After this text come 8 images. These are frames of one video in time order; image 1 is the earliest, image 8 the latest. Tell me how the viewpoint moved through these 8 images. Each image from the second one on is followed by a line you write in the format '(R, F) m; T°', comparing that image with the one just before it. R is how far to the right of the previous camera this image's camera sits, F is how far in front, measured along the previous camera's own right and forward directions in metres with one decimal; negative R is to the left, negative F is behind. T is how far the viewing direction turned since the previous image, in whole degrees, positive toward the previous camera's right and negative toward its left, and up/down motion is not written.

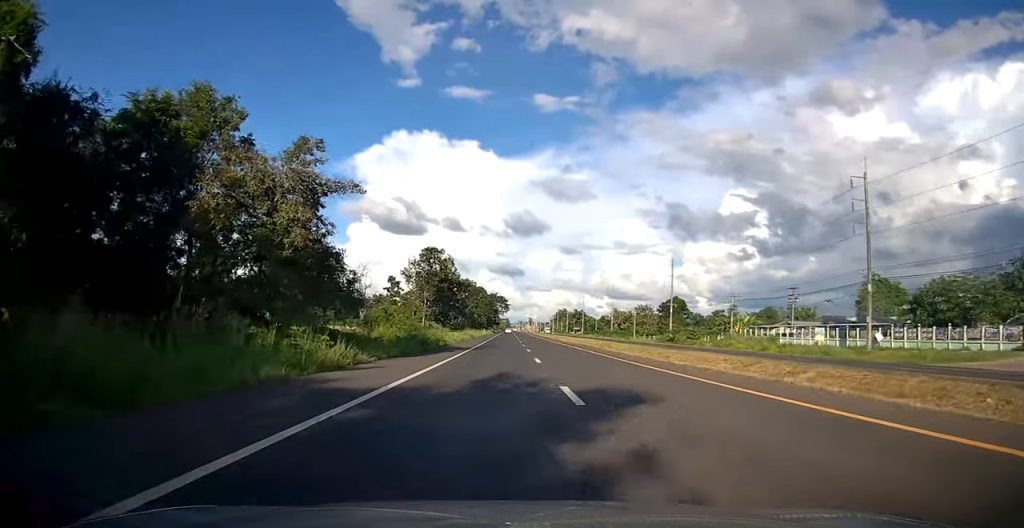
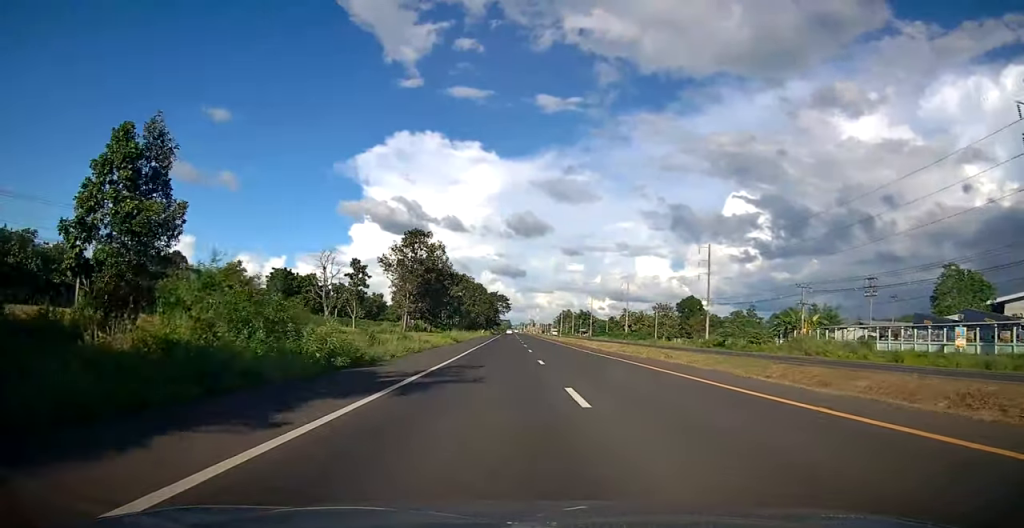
(-0.3, +24.5) m; -1°
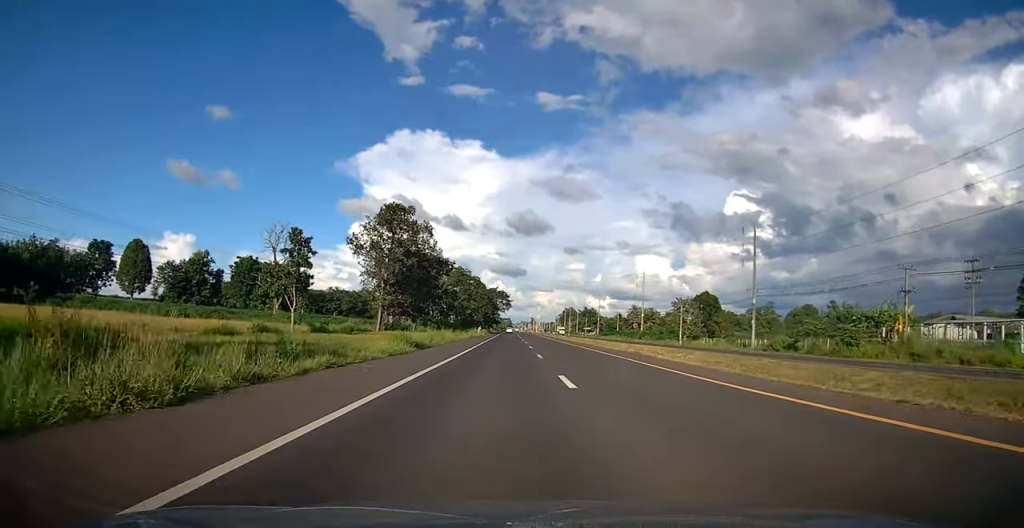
(0.0, +21.6) m; 0°
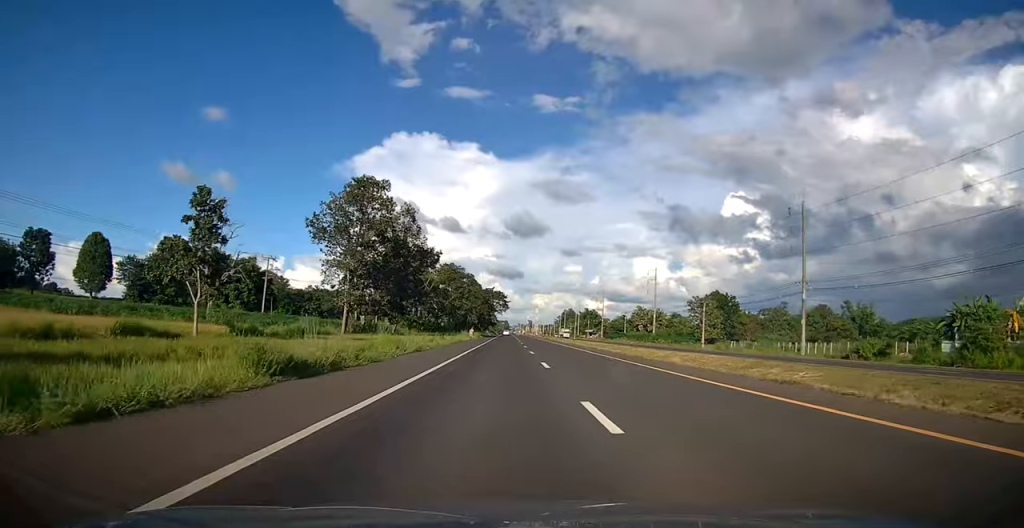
(-0.1, +17.0) m; +1°
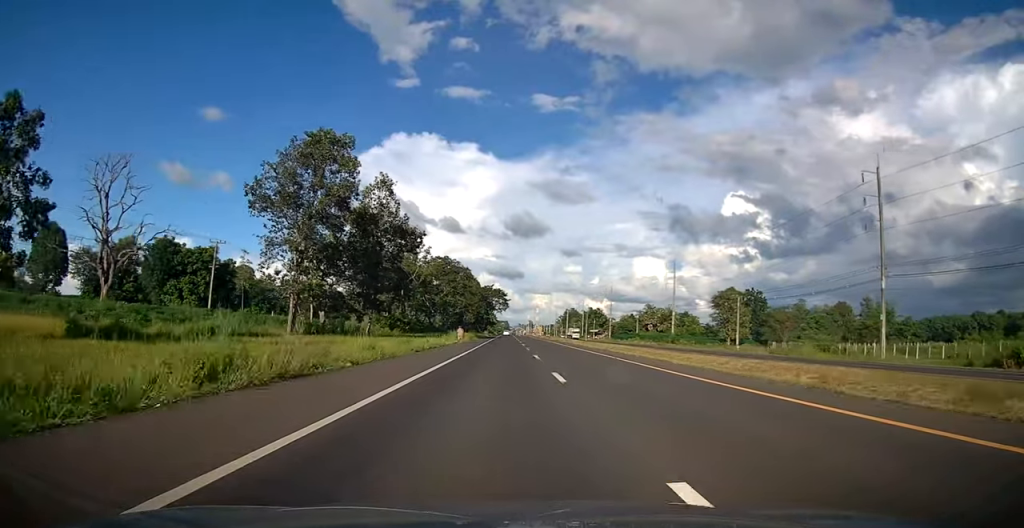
(+0.4, +17.4) m; 0°
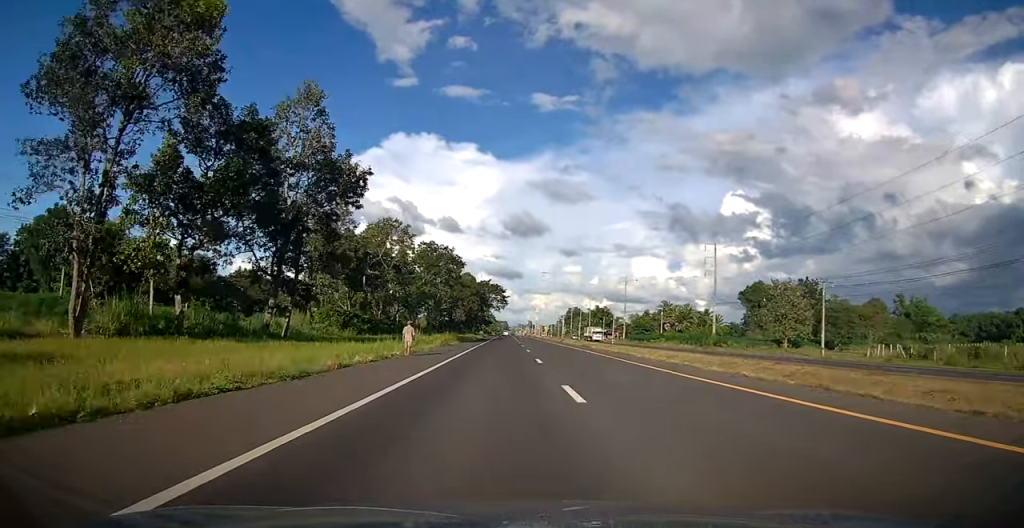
(-0.3, +28.7) m; -1°
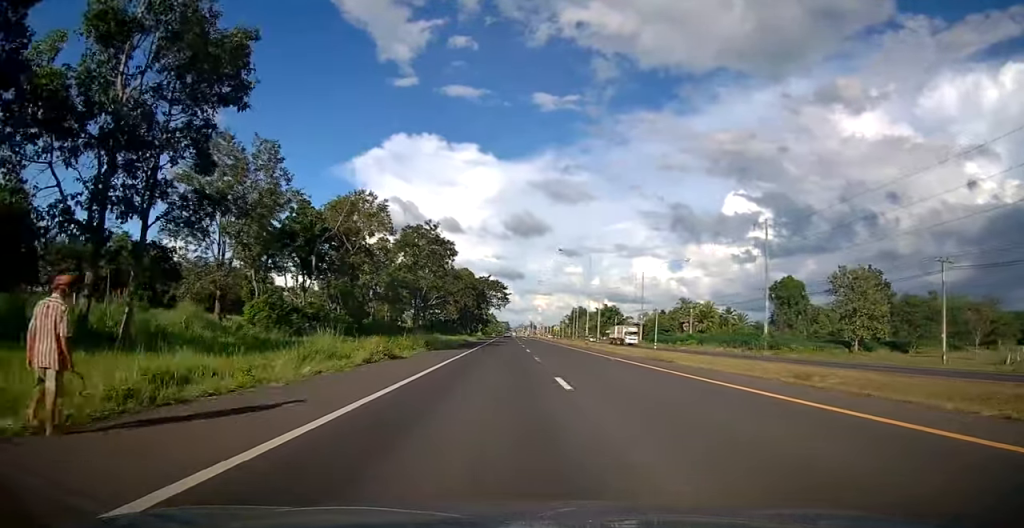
(+0.1, +21.9) m; +1°
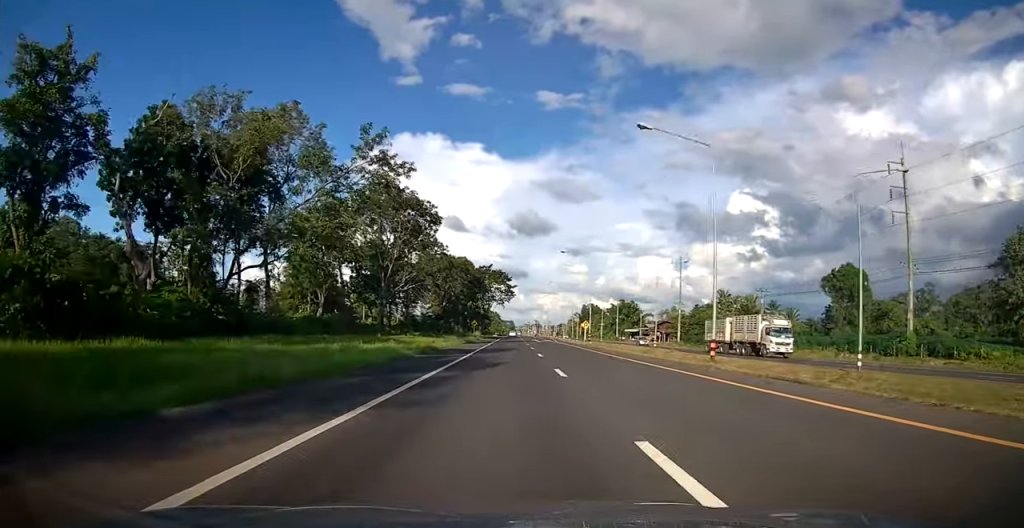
(+0.3, +33.0) m; 0°
